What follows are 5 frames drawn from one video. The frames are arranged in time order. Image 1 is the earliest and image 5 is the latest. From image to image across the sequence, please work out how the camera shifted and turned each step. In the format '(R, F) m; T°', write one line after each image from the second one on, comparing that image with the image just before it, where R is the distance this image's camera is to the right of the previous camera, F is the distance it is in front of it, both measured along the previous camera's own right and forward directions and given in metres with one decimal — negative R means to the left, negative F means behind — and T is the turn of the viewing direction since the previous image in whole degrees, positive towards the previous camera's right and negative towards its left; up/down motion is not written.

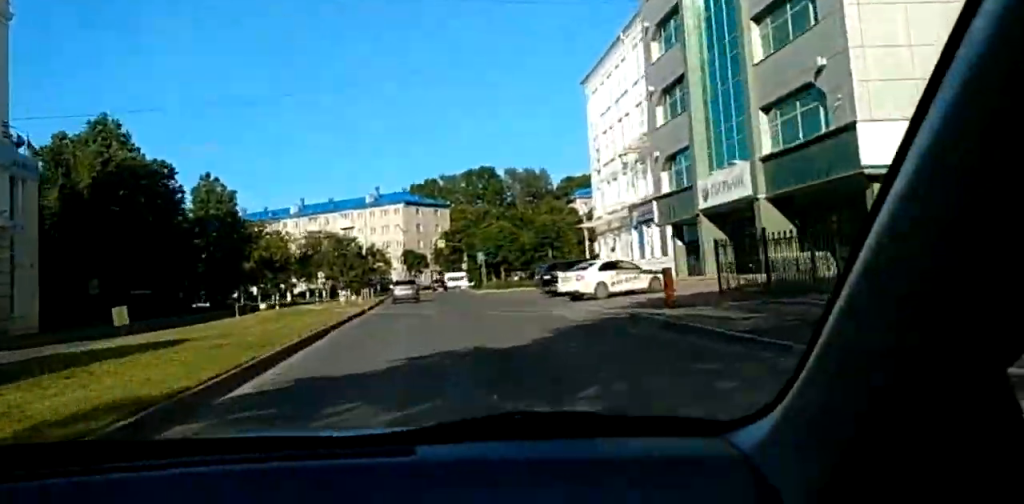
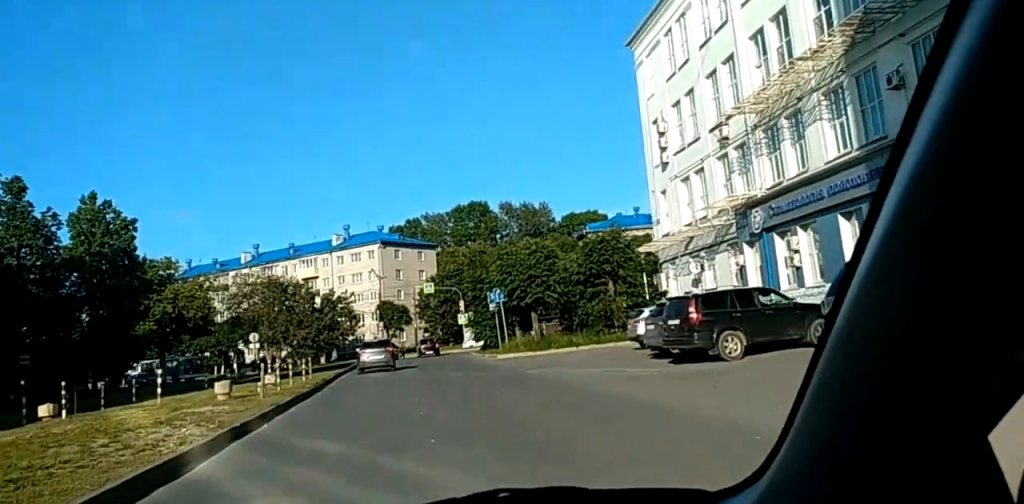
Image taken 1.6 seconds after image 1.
(+0.5, +28.1) m; +3°
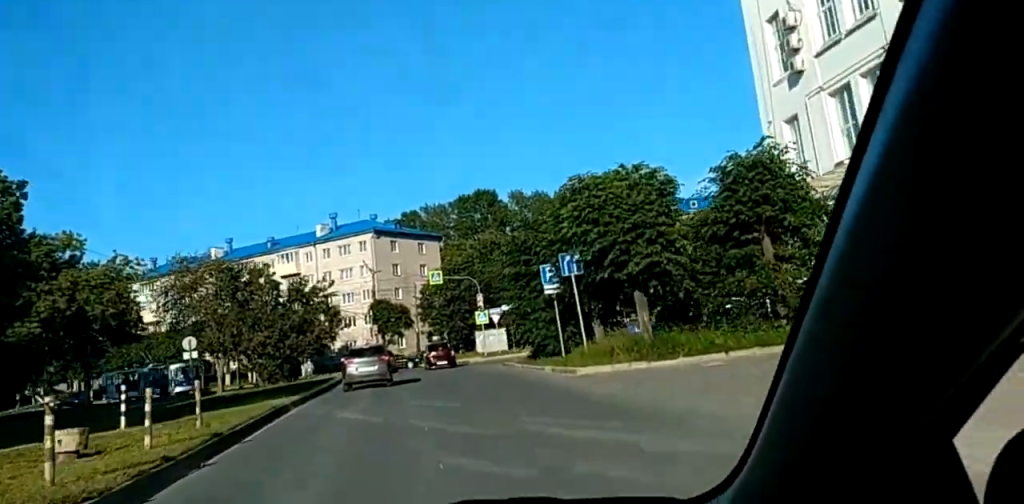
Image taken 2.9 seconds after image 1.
(-0.1, +20.4) m; -2°
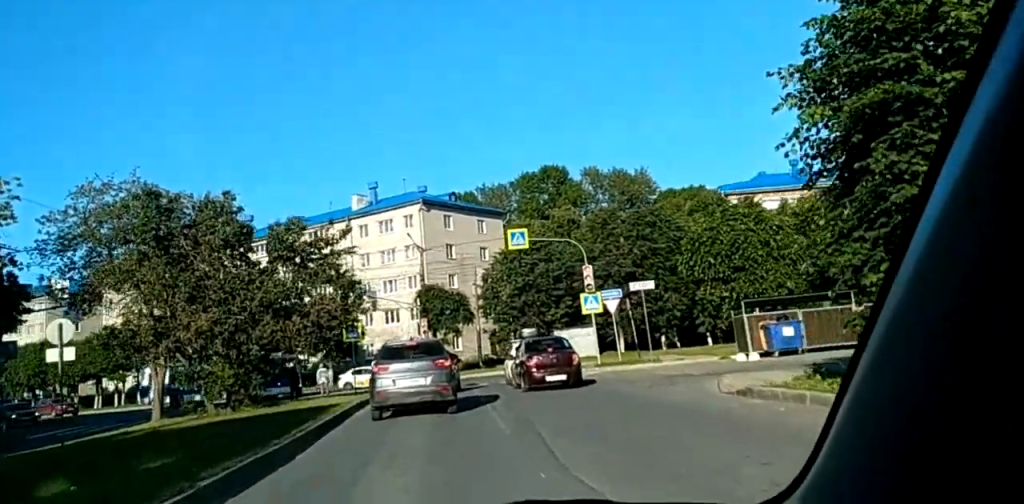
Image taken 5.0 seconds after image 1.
(-0.4, +24.3) m; -2°
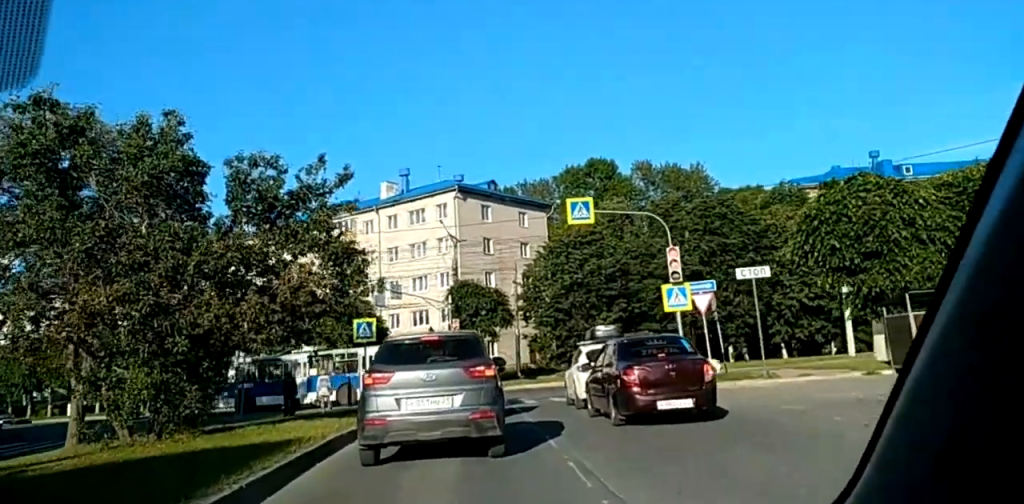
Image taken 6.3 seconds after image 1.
(-0.3, +10.4) m; -2°
